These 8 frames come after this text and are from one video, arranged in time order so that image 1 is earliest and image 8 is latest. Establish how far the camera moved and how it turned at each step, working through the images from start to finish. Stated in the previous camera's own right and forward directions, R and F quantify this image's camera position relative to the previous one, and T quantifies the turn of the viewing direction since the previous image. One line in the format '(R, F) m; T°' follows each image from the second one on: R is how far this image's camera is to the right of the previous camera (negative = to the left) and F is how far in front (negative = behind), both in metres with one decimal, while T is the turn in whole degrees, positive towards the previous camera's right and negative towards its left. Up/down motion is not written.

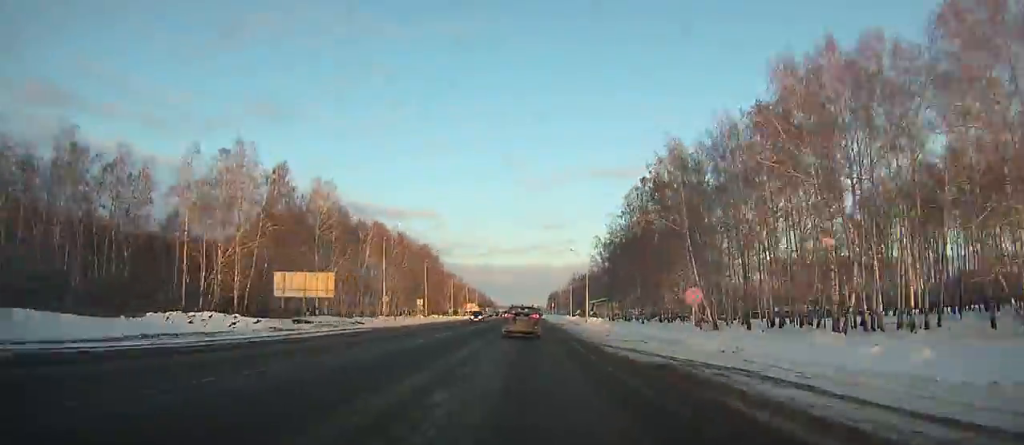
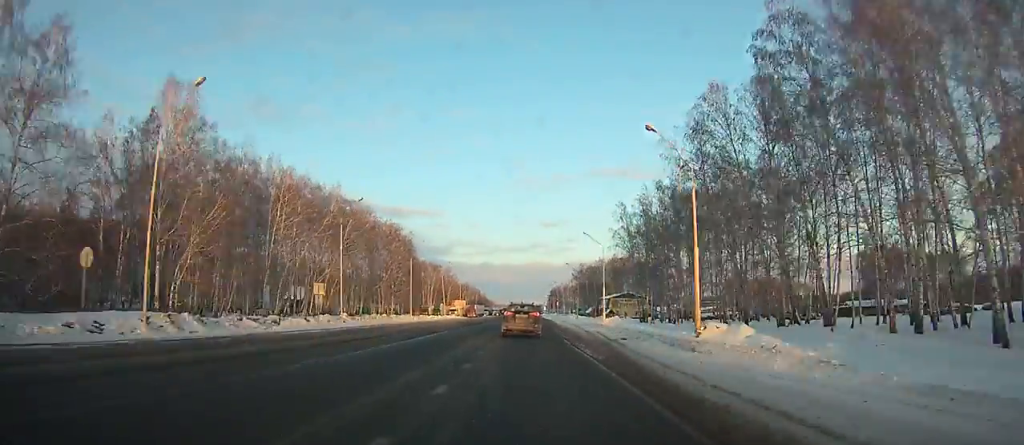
(0.0, +41.9) m; 0°
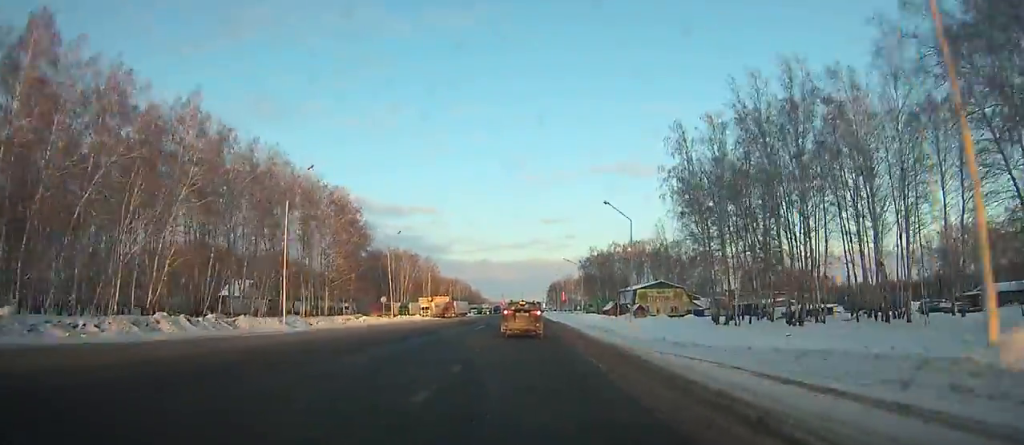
(0.0, +43.0) m; 0°
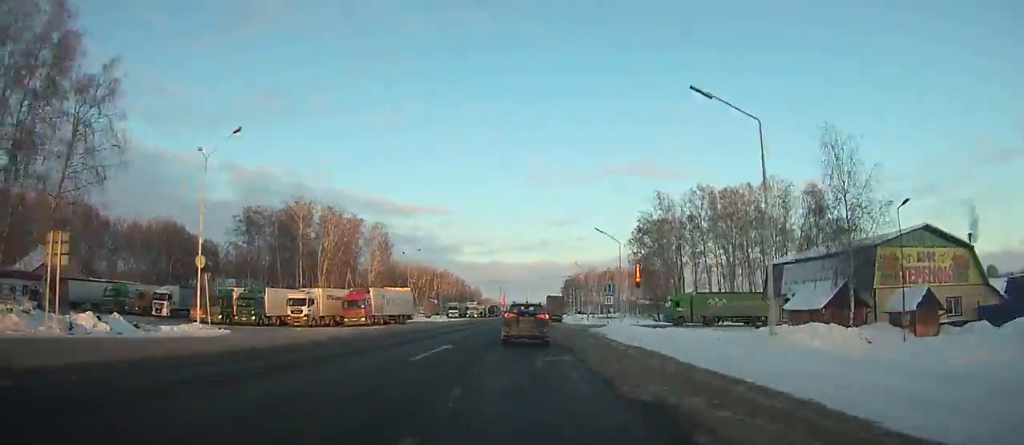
(-0.2, +82.2) m; 0°
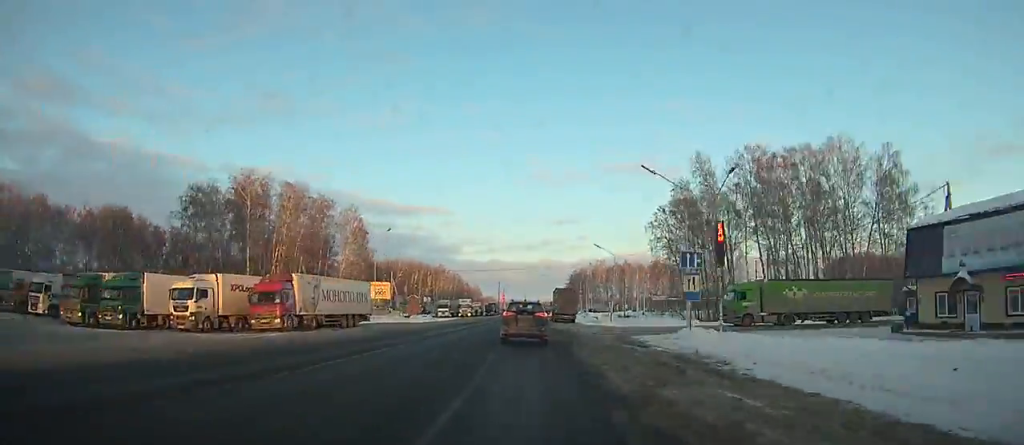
(-0.1, +21.9) m; 0°
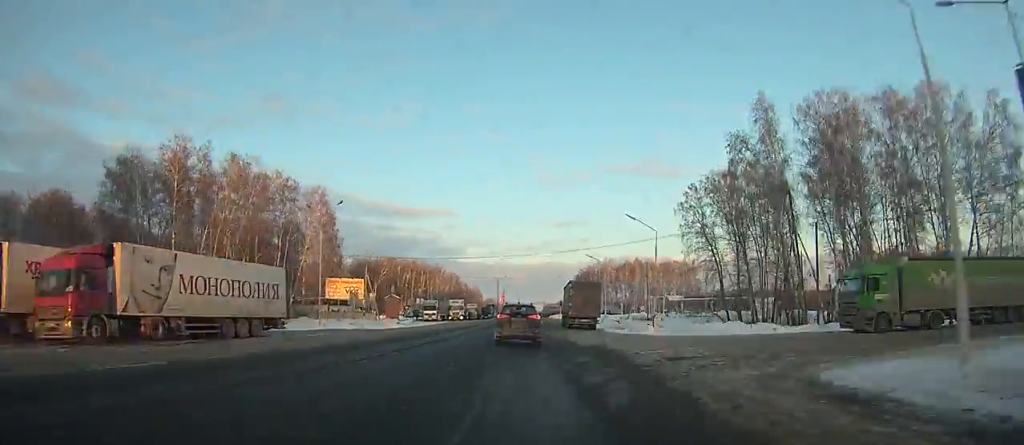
(0.0, +21.8) m; 0°
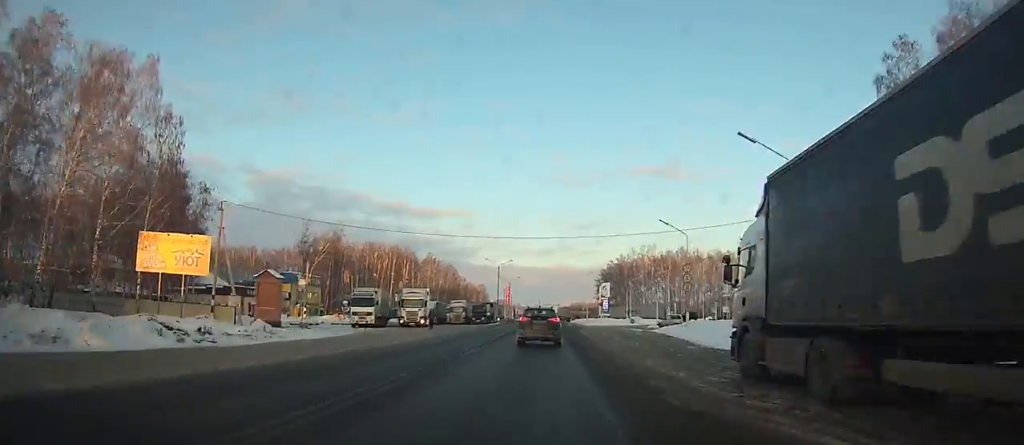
(-0.5, +51.5) m; 0°
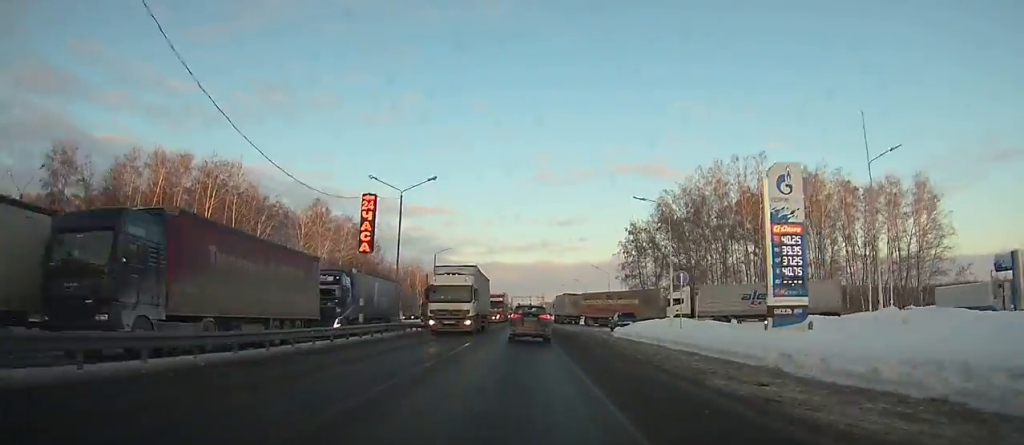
(+0.7, +95.9) m; 0°
